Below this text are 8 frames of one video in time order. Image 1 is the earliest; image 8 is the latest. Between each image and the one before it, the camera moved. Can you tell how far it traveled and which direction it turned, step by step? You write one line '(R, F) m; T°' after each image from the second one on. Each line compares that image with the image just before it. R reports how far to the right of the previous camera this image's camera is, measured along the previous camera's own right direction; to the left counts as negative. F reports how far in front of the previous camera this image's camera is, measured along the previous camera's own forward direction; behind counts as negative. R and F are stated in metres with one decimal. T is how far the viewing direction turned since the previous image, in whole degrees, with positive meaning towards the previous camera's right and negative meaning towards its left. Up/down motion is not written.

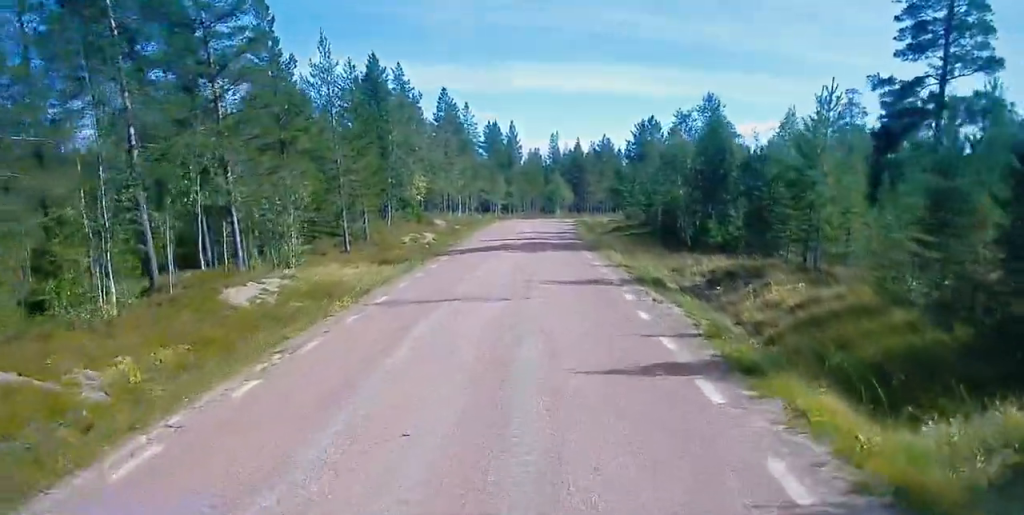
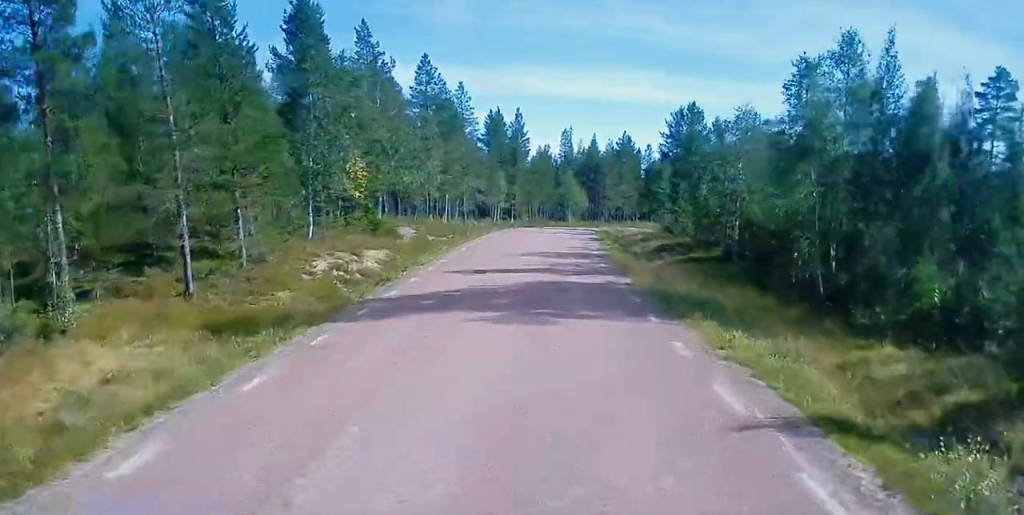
(+0.3, +18.6) m; +2°
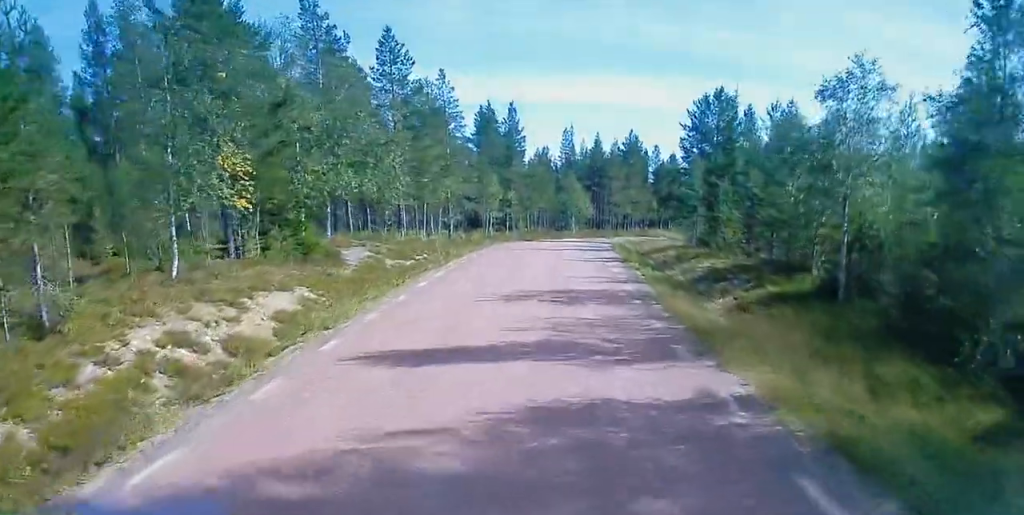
(+0.2, +11.9) m; +1°
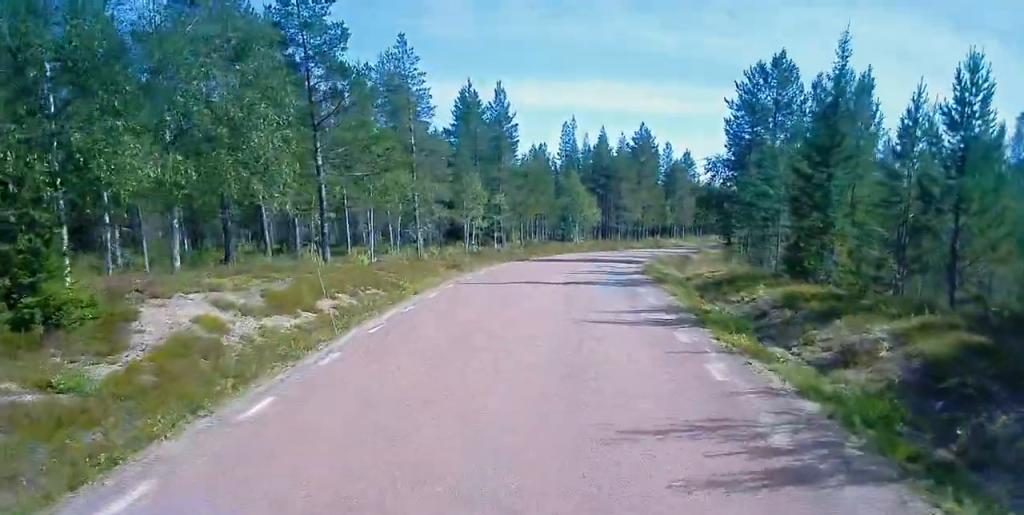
(0.0, +15.8) m; 0°
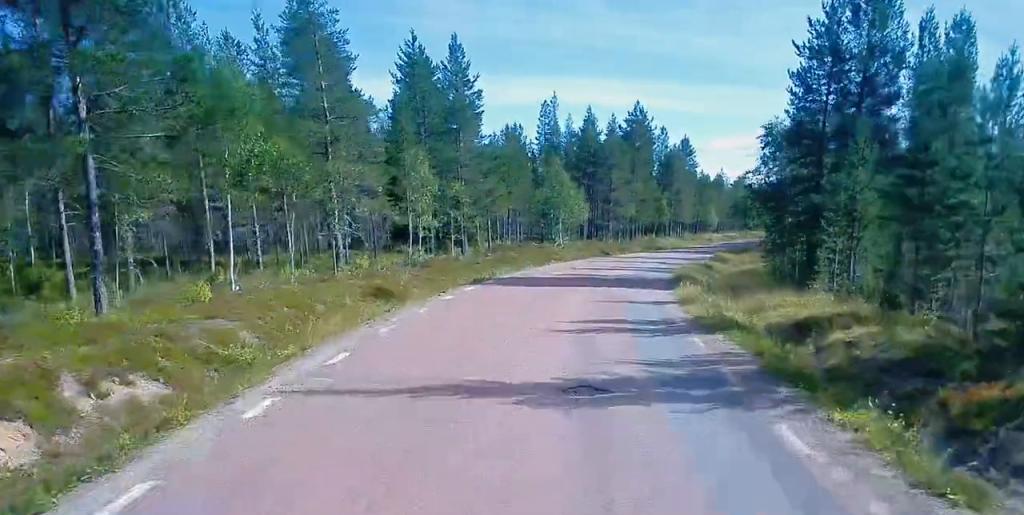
(0.0, +15.0) m; 0°
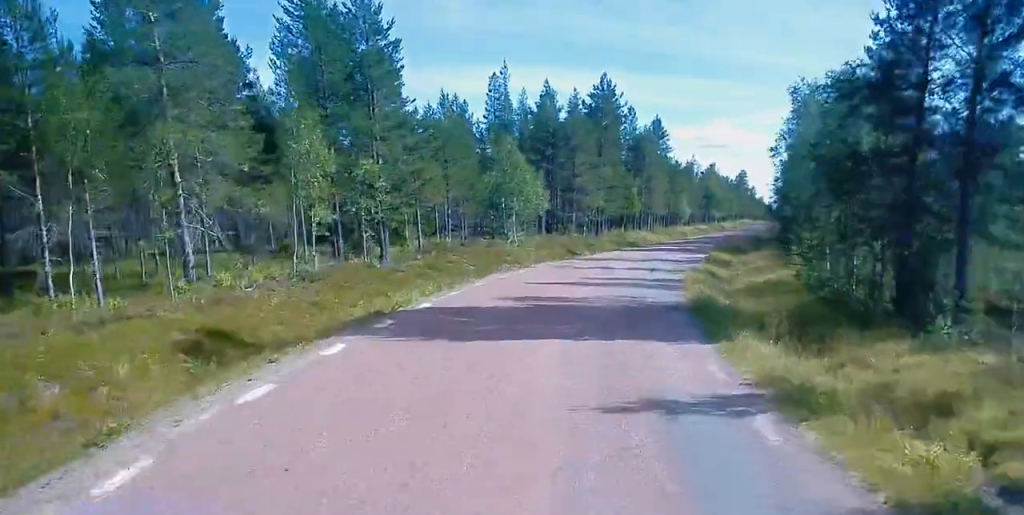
(0.0, +11.5) m; 0°
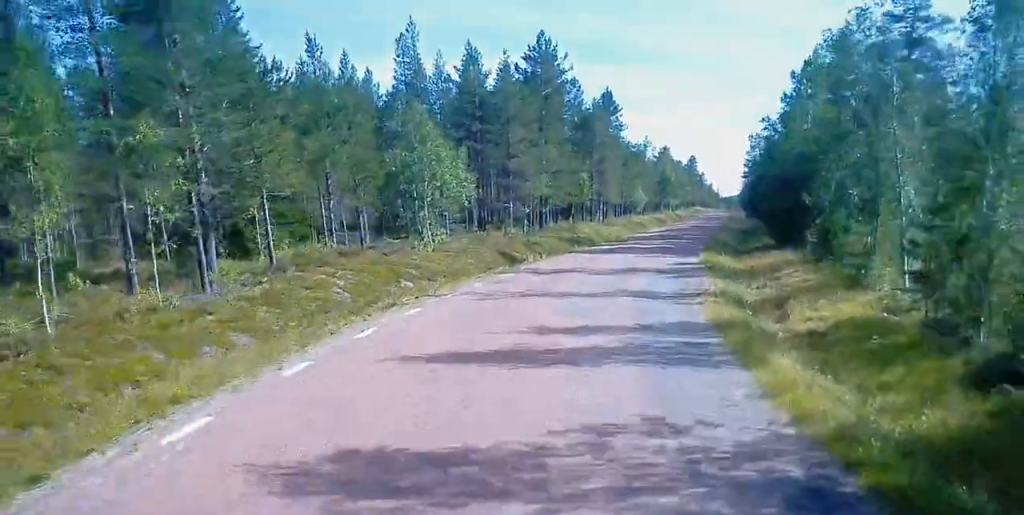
(0.0, +13.3) m; 0°
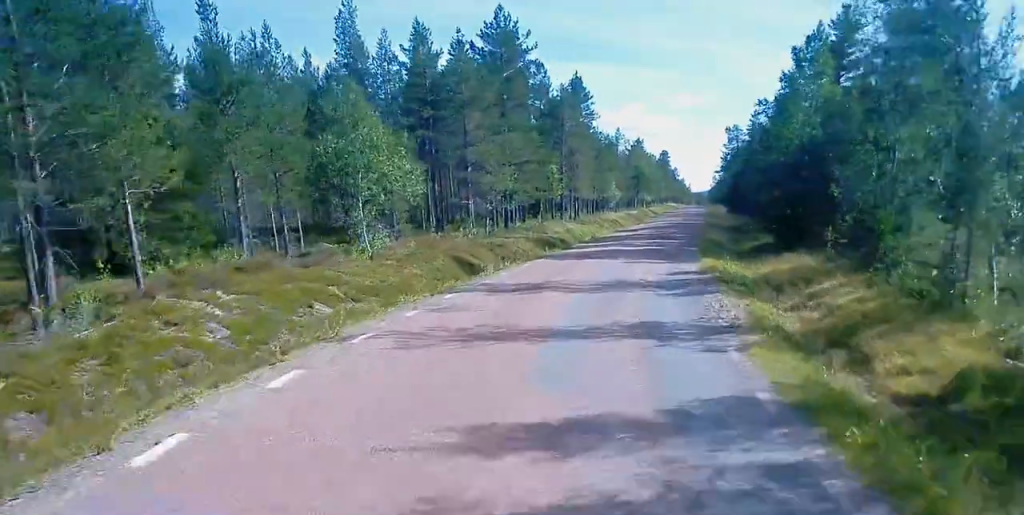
(0.0, +6.6) m; +4°
